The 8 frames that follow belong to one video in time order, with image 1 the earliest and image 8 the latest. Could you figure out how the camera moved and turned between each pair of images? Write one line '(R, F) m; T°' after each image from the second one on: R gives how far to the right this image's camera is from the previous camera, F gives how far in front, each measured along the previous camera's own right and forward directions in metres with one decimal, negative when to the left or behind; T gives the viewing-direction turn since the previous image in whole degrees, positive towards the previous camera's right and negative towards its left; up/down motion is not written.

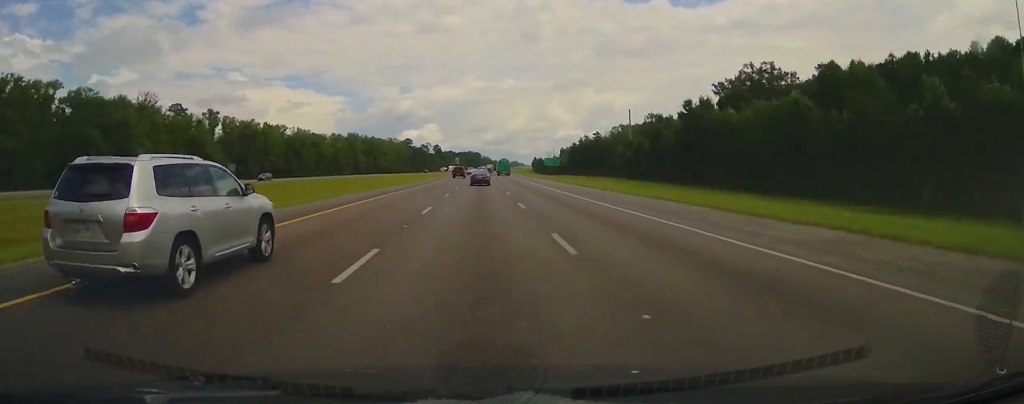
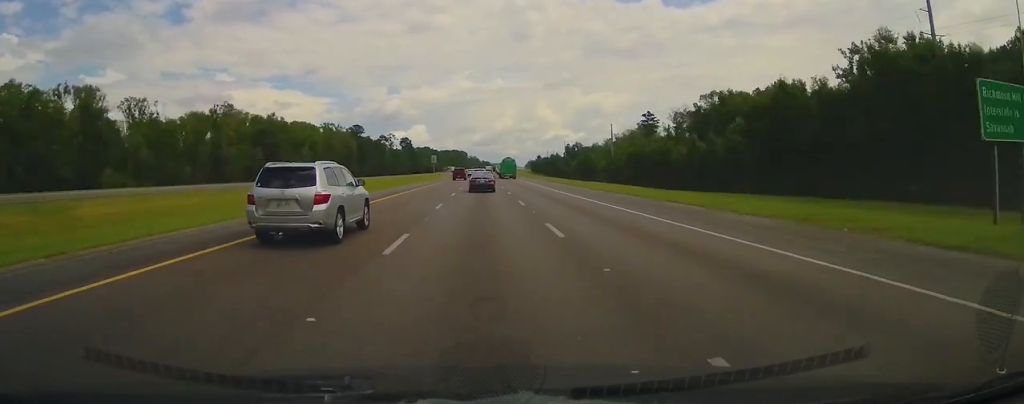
(+1.5, +153.7) m; +1°
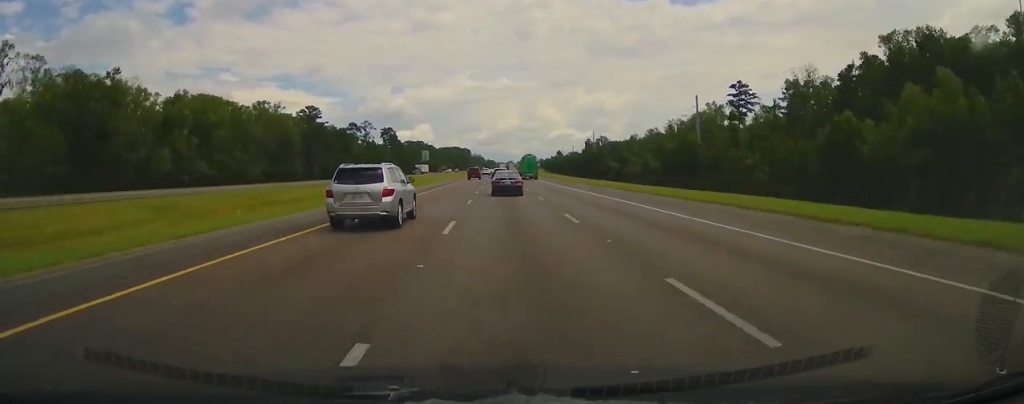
(-0.5, +93.2) m; +1°
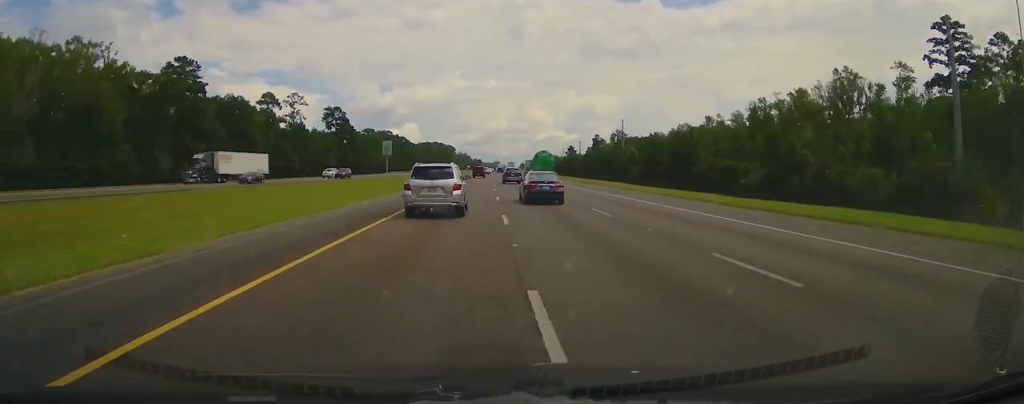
(+1.5, +93.9) m; +1°
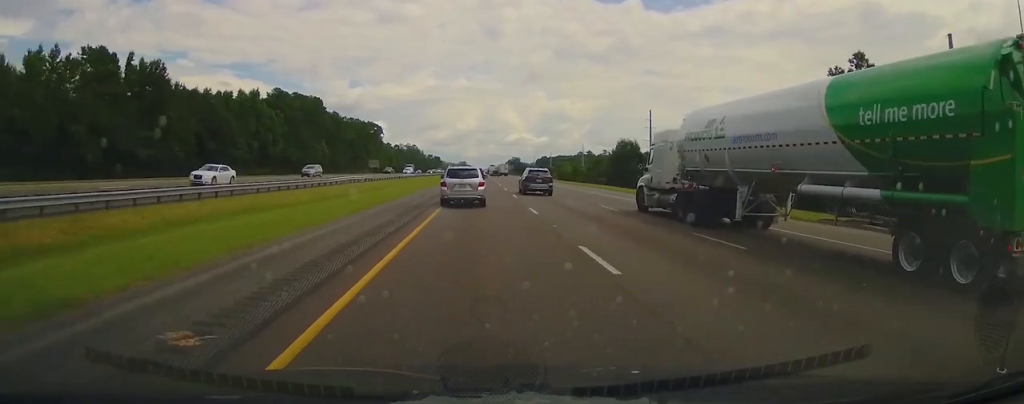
(+10.3, +341.3) m; +3°
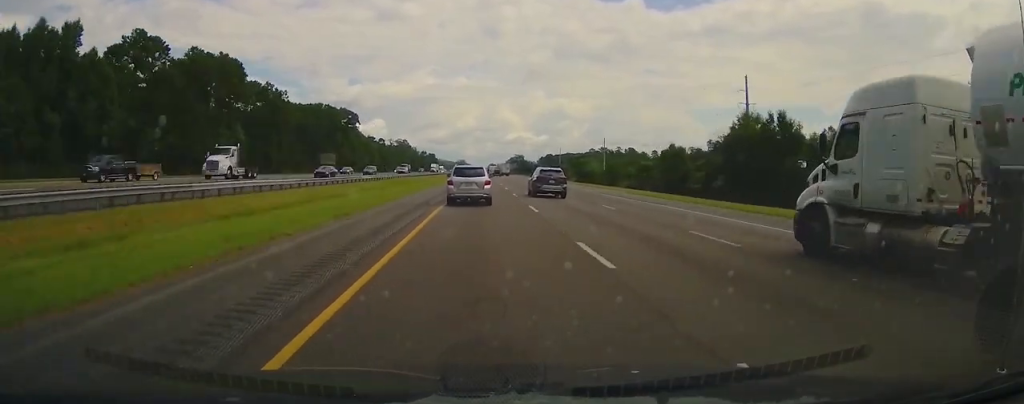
(+0.1, +71.5) m; 0°
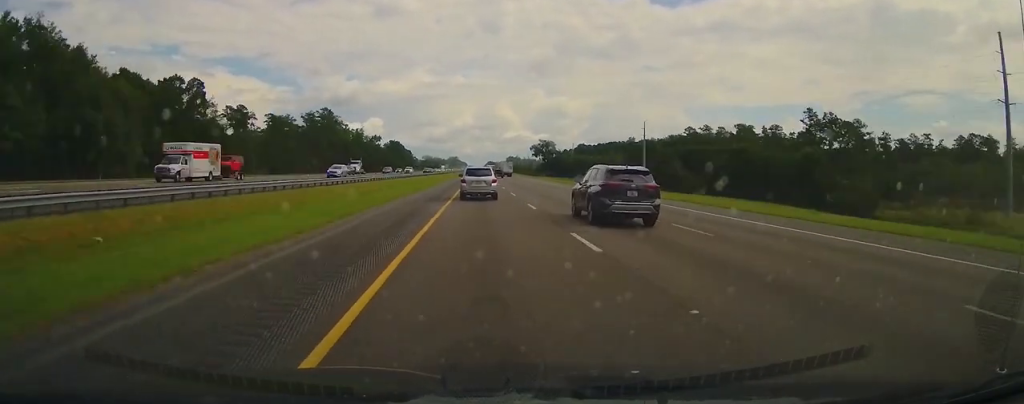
(+0.9, +273.9) m; 0°
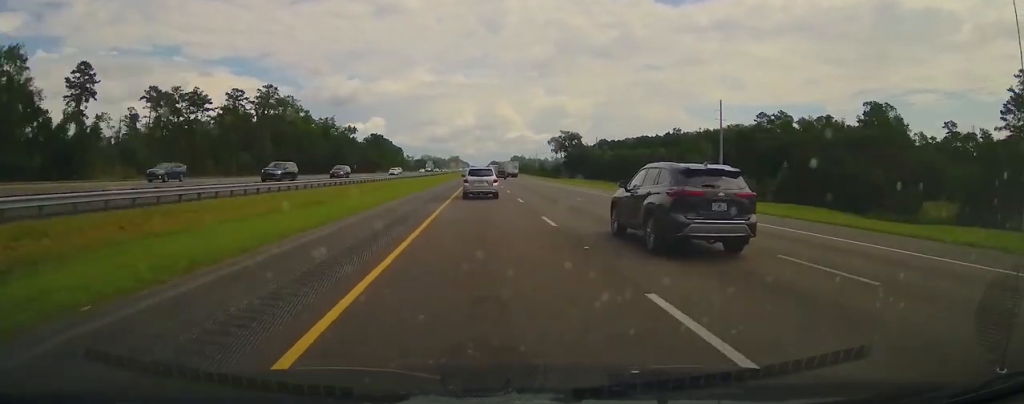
(-0.1, +77.5) m; 0°
